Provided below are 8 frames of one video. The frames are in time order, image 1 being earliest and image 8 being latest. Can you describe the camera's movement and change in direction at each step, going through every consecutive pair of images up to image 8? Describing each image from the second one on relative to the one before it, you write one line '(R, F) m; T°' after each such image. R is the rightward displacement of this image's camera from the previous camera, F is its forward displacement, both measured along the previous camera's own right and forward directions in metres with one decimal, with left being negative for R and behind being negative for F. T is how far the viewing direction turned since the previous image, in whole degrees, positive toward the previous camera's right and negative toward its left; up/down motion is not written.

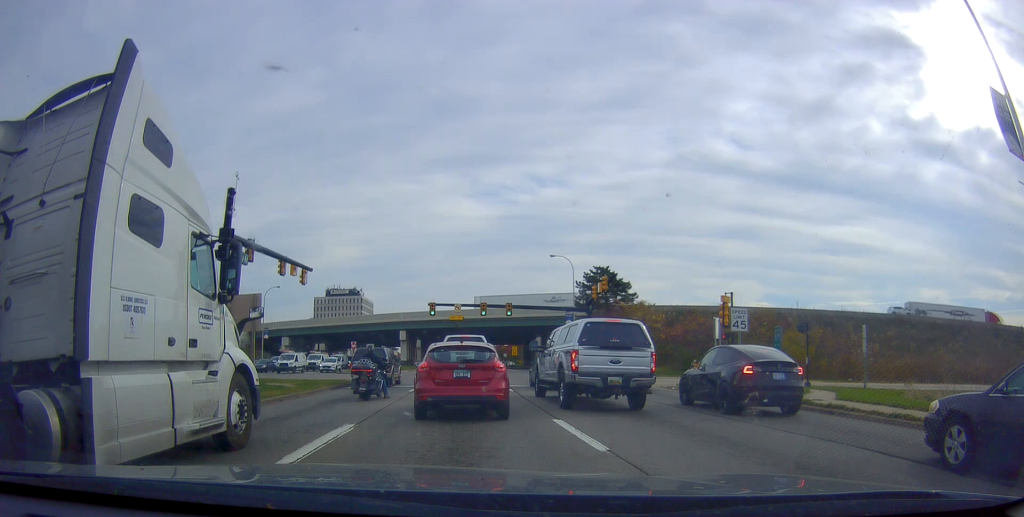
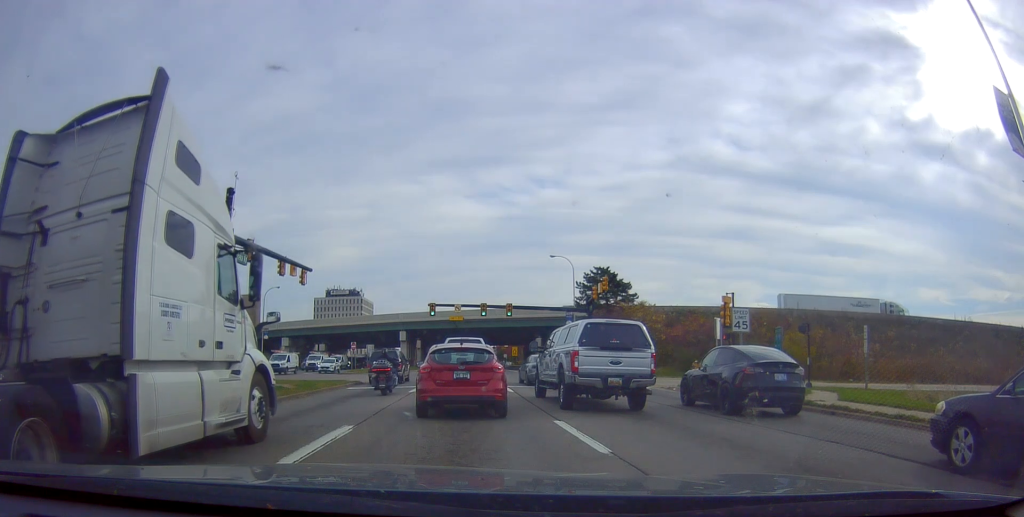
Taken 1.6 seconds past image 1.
(+0.2, 0.0) m; 0°
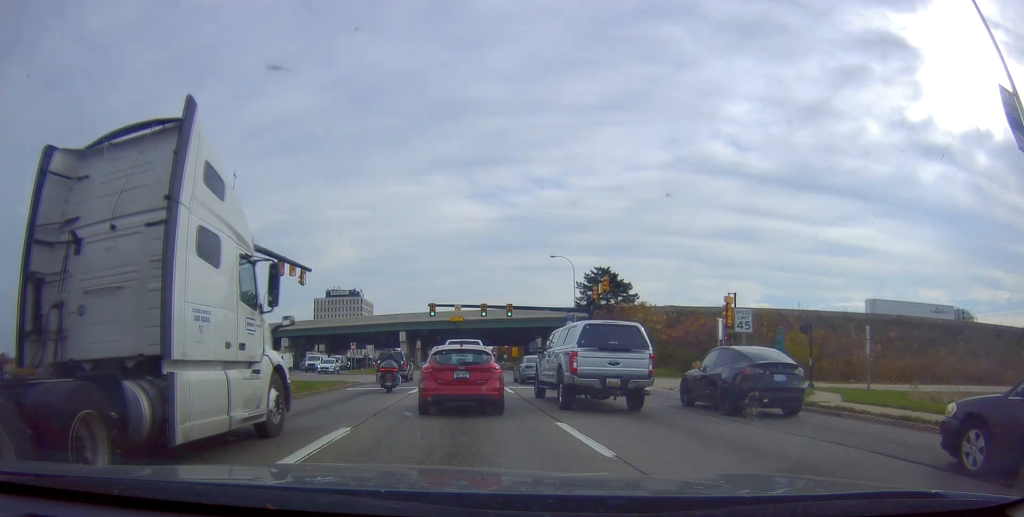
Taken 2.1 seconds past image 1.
(+0.1, +0.1) m; 0°
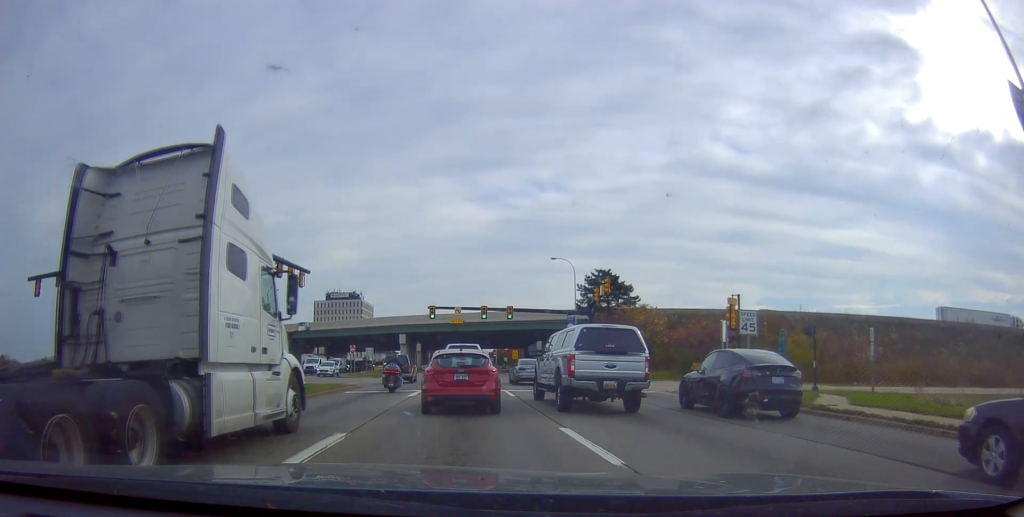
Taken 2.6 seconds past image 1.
(0.0, +0.4) m; 0°
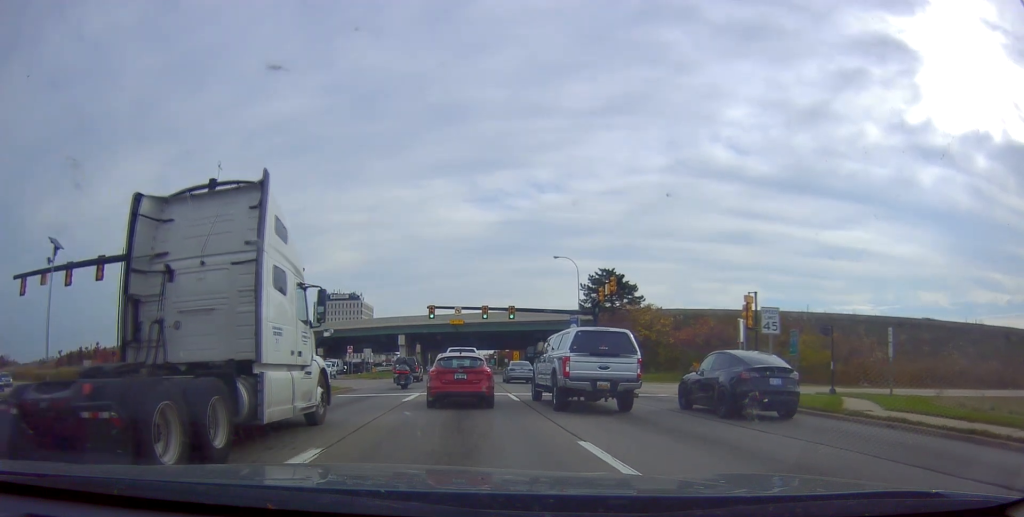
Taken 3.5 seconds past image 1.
(0.0, +1.5) m; -3°
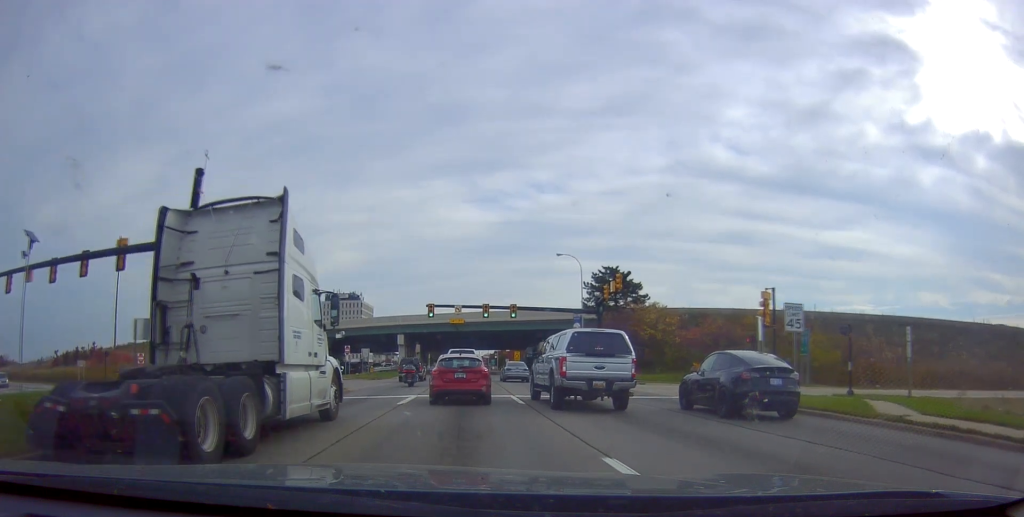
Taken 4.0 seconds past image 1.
(0.0, +1.1) m; -3°
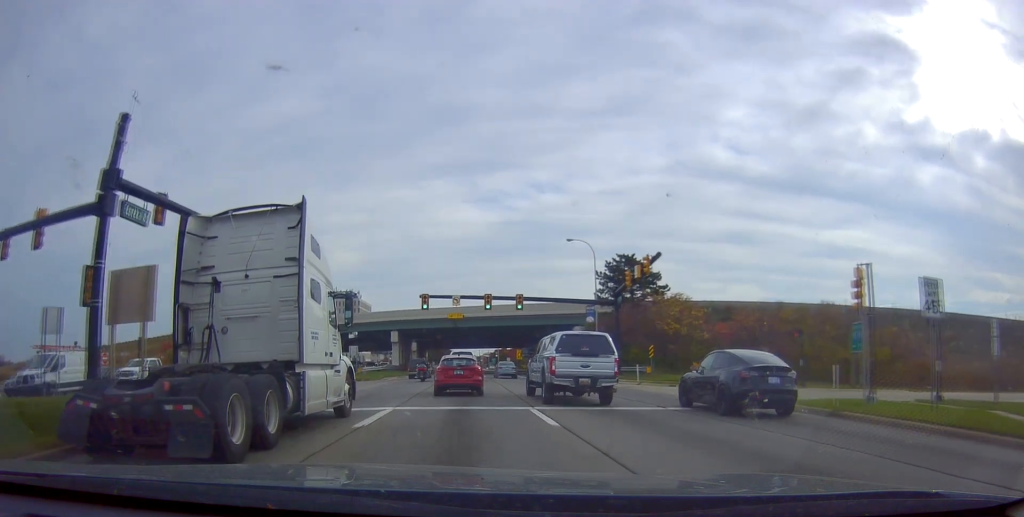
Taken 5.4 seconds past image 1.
(+0.2, +6.6) m; +6°
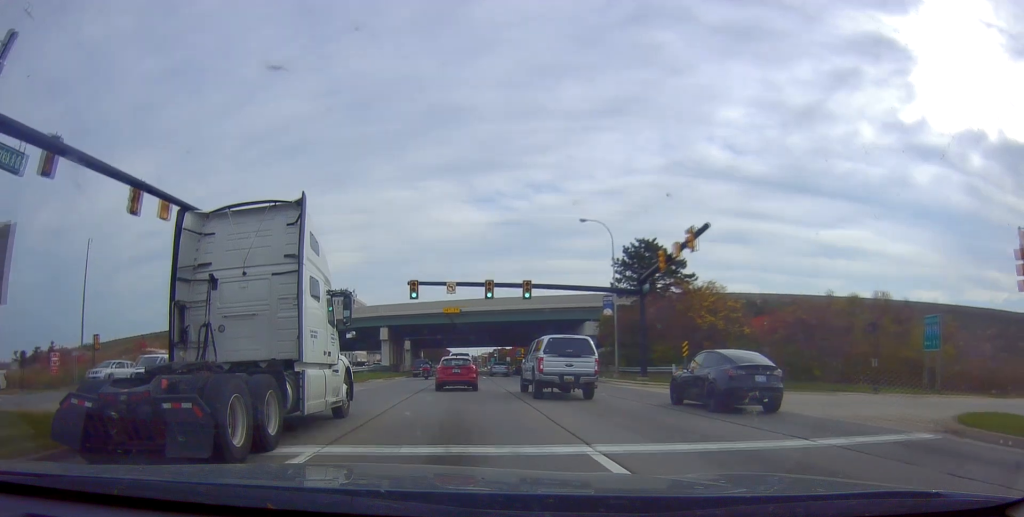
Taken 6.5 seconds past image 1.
(+0.4, +7.7) m; +3°
